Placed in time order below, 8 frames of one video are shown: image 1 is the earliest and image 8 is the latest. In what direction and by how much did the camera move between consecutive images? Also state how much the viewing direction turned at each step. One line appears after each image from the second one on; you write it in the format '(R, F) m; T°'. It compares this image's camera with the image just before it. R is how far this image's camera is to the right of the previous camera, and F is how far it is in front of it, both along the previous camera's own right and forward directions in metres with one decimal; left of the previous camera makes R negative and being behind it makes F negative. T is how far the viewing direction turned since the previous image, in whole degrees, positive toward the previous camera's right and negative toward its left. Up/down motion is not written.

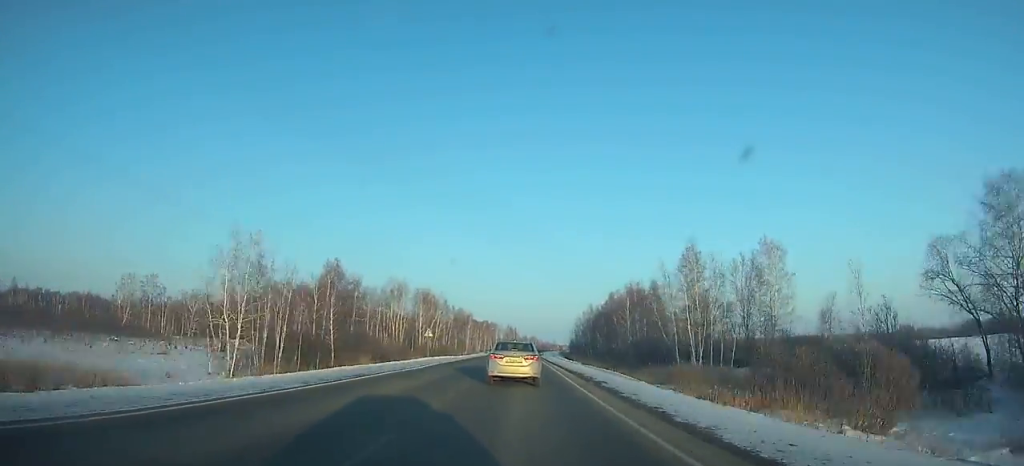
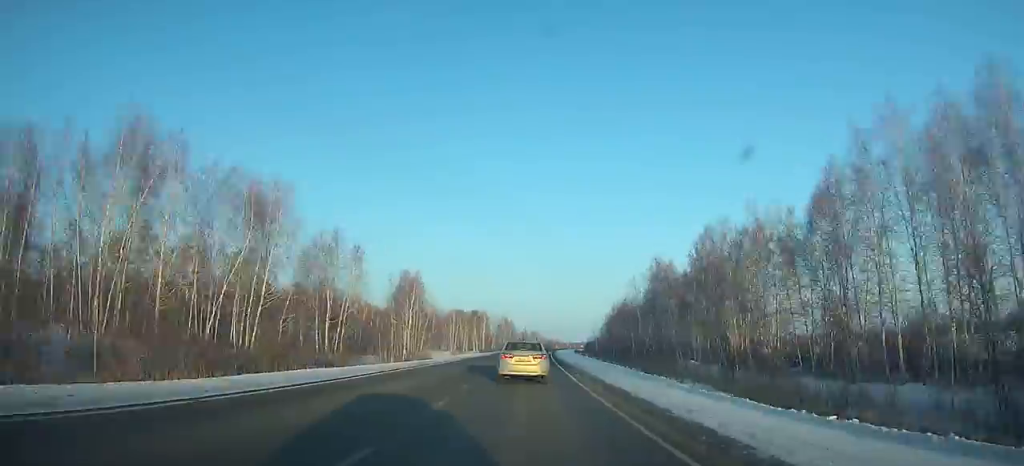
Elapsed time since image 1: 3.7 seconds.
(+0.8, +83.5) m; +1°
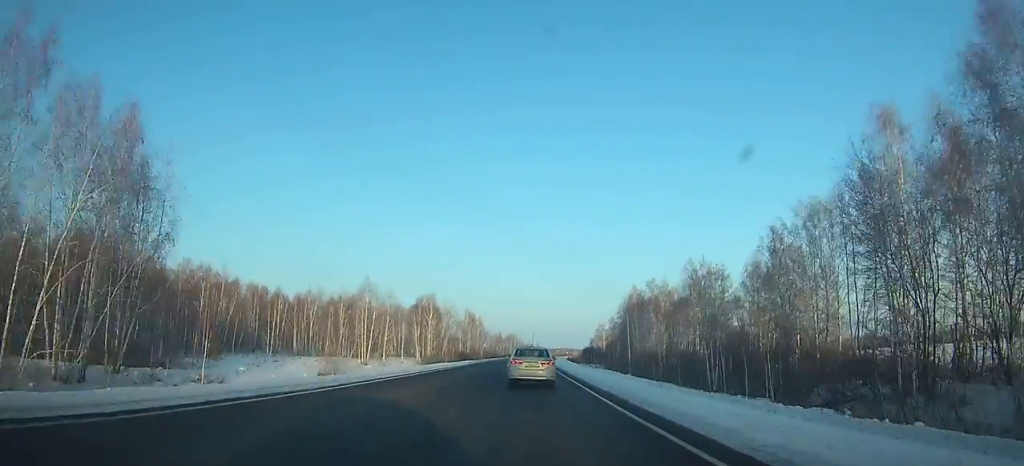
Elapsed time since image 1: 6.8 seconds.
(+0.8, +70.3) m; +1°
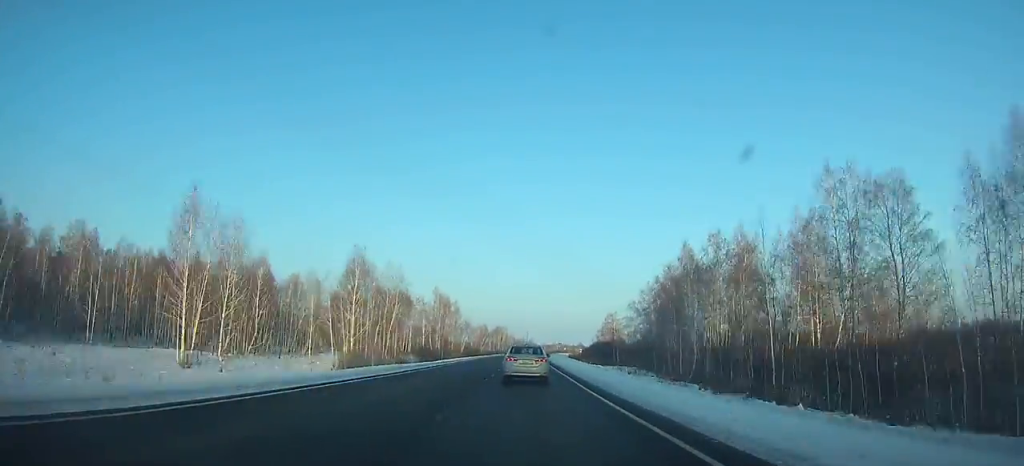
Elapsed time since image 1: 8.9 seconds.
(+0.6, +48.0) m; +1°
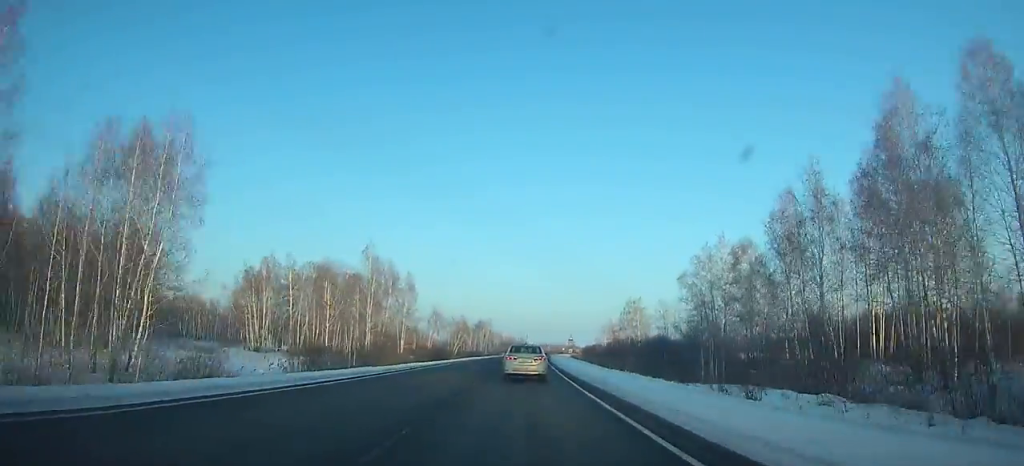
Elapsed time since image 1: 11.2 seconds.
(+0.6, +52.7) m; +1°
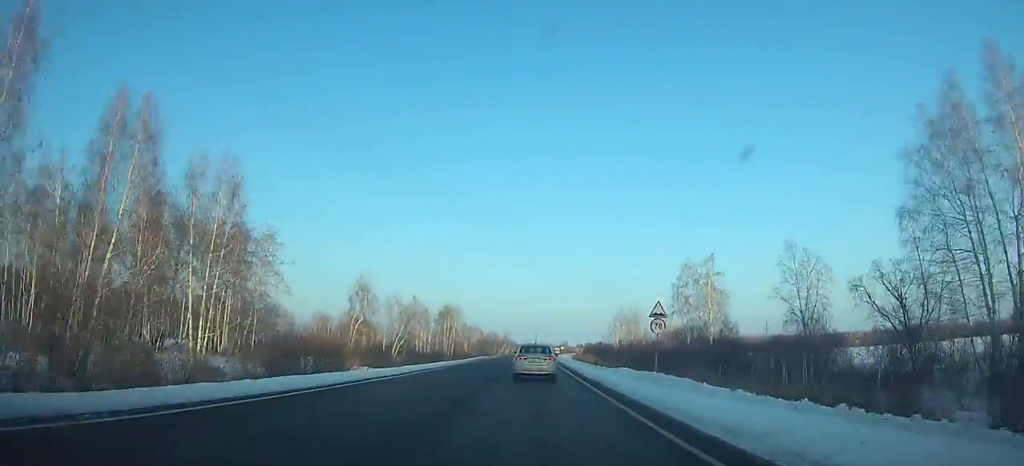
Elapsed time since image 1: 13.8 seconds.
(+0.7, +59.6) m; +1°
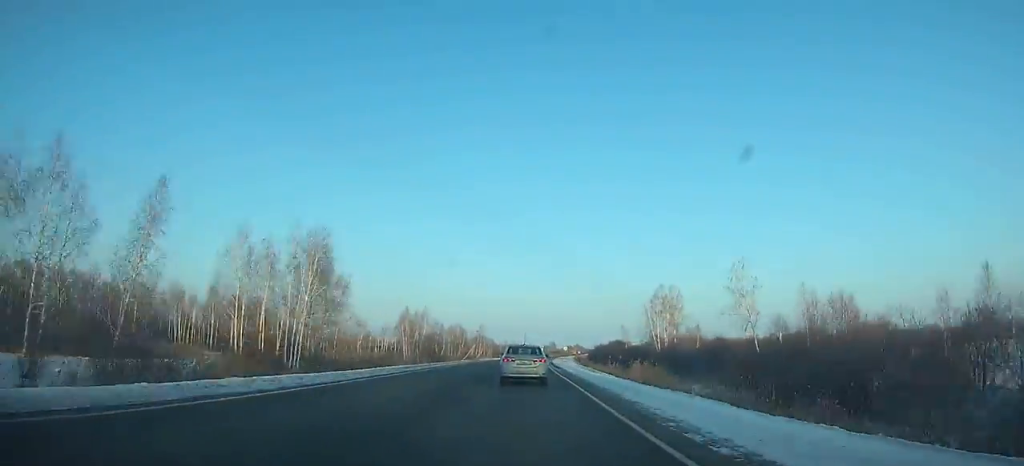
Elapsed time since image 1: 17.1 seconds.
(+1.2, +74.8) m; +2°
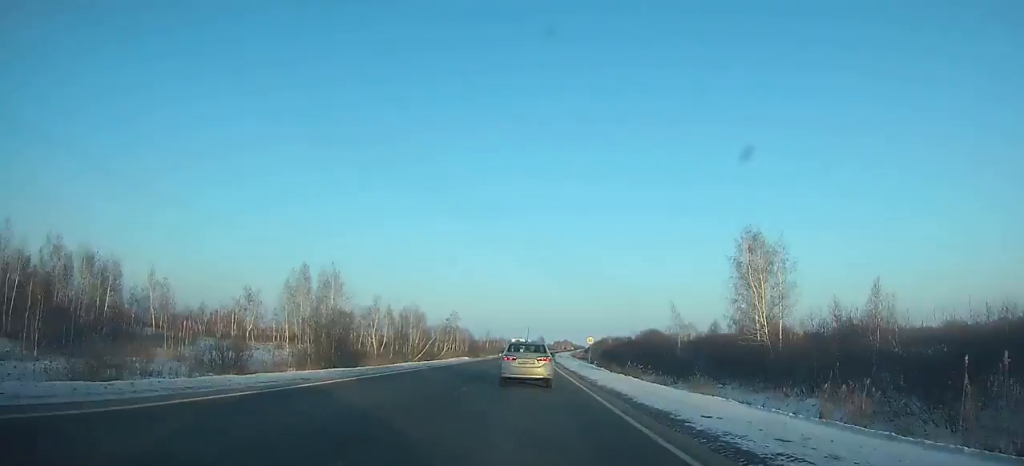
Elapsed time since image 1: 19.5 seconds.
(+0.4, +53.3) m; +1°
